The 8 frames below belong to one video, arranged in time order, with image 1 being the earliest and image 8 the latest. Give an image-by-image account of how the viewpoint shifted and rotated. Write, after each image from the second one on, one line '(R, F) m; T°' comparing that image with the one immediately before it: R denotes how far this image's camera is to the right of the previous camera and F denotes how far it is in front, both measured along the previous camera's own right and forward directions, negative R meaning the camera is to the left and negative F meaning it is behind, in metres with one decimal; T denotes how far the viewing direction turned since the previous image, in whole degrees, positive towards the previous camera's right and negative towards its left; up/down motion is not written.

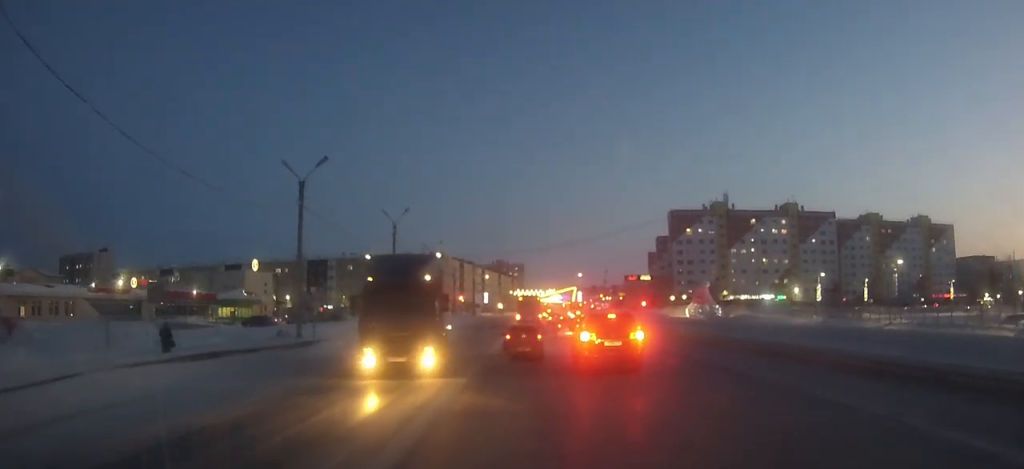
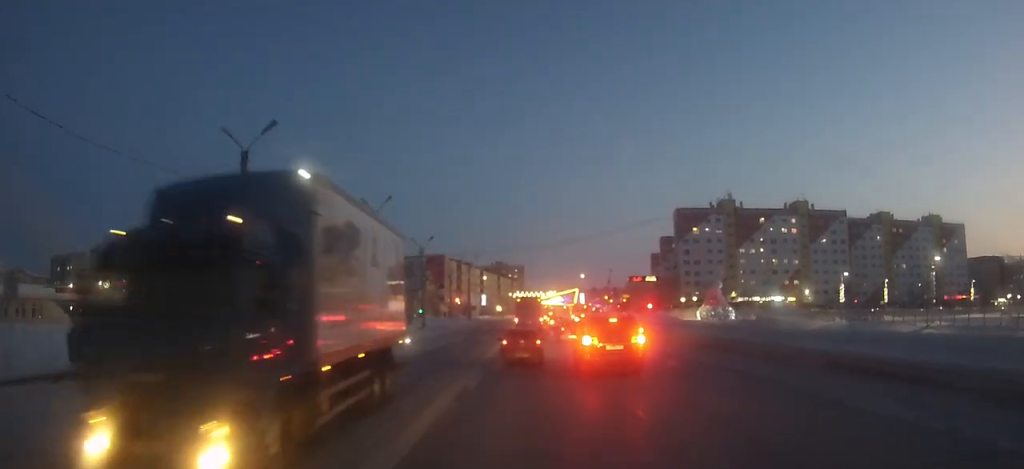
(0.0, +7.1) m; 0°
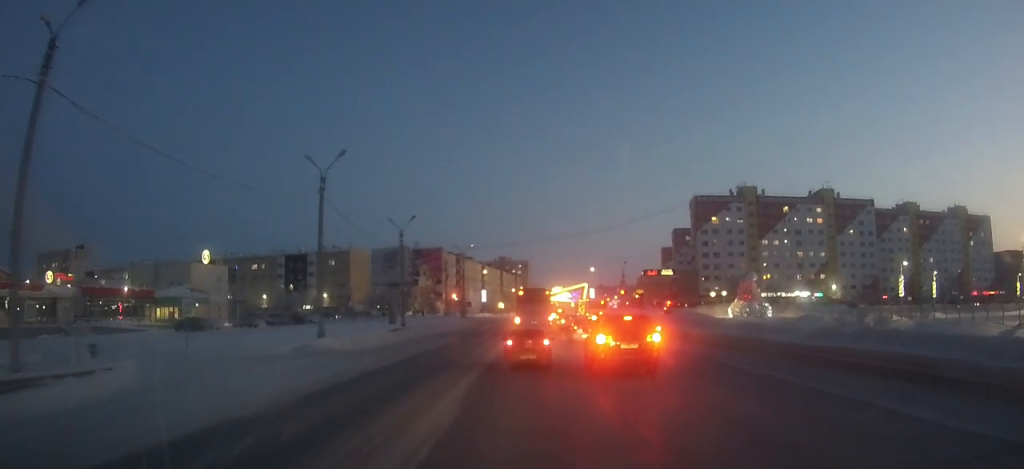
(-0.1, +13.7) m; 0°
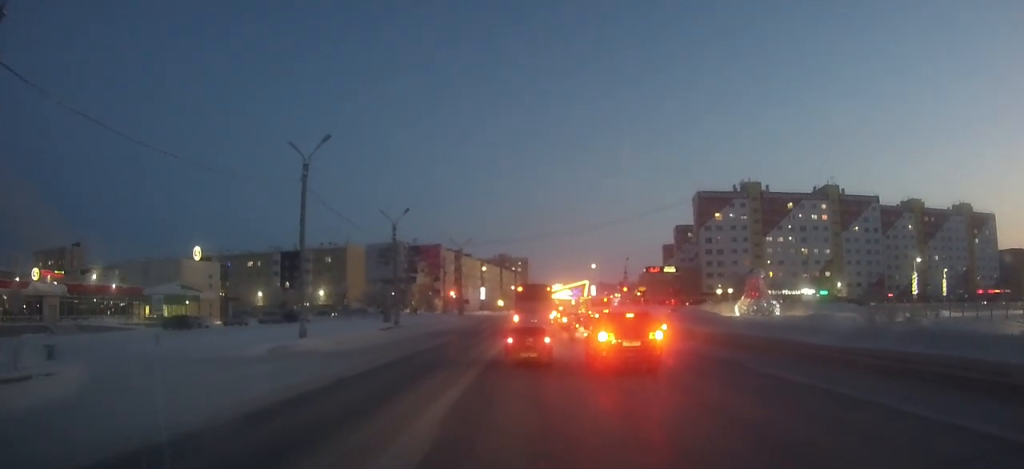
(0.0, +3.0) m; 0°
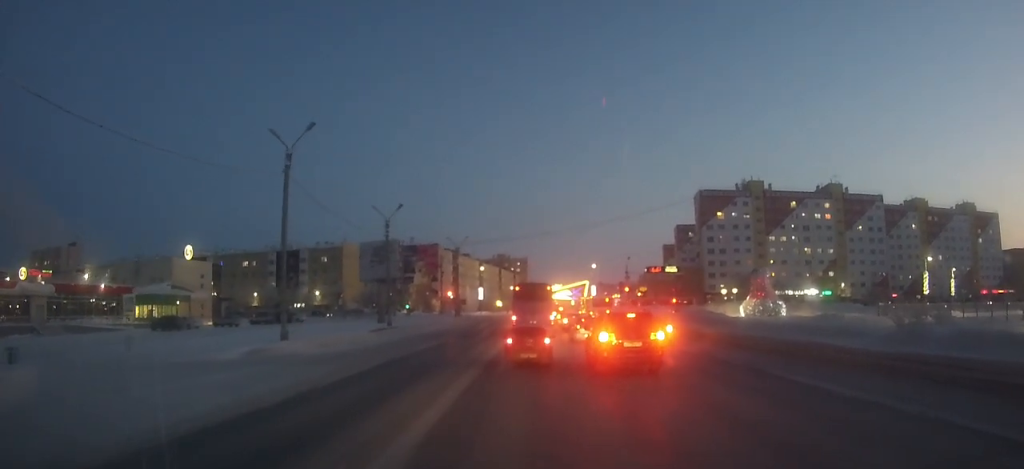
(0.0, +2.4) m; 0°
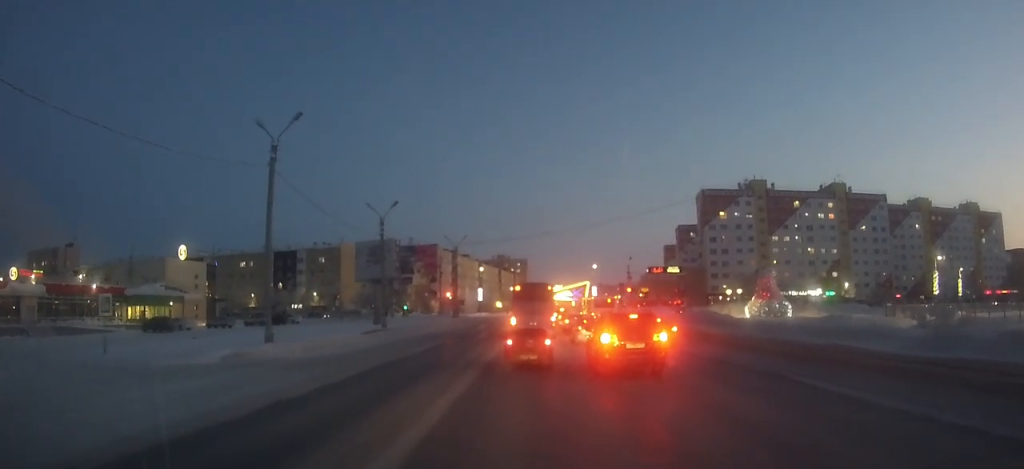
(0.0, +2.0) m; 0°
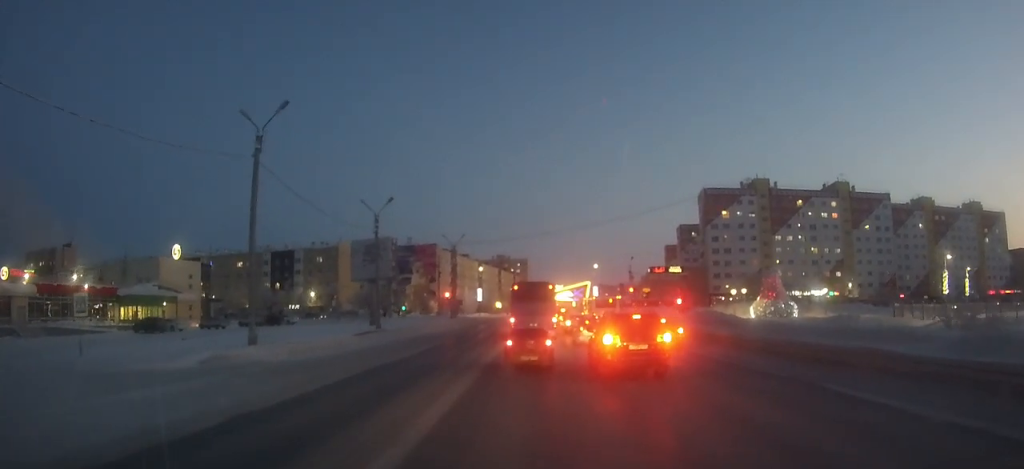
(0.0, +1.7) m; 0°
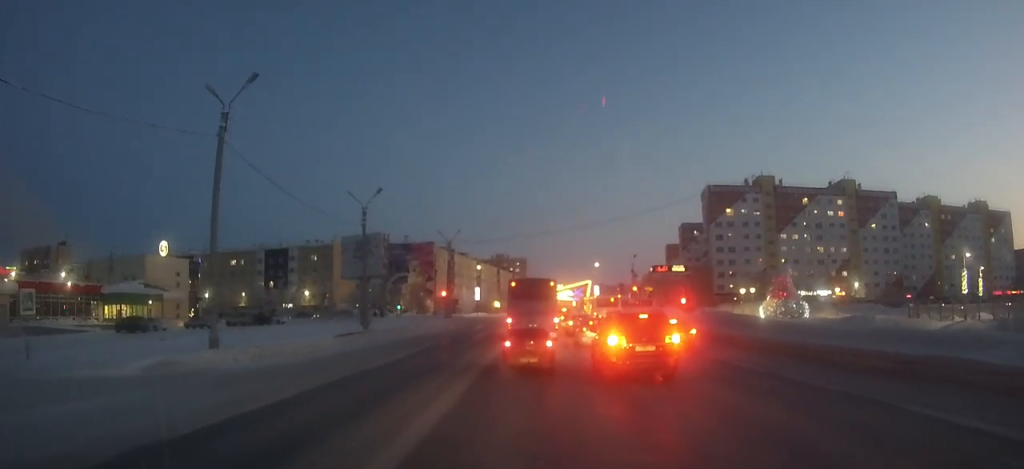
(0.0, +3.5) m; 0°
